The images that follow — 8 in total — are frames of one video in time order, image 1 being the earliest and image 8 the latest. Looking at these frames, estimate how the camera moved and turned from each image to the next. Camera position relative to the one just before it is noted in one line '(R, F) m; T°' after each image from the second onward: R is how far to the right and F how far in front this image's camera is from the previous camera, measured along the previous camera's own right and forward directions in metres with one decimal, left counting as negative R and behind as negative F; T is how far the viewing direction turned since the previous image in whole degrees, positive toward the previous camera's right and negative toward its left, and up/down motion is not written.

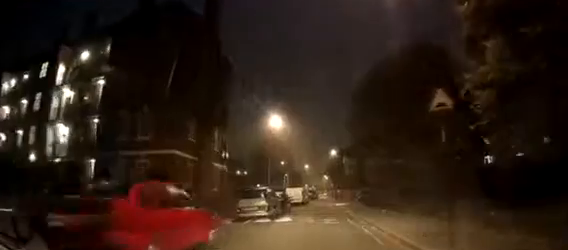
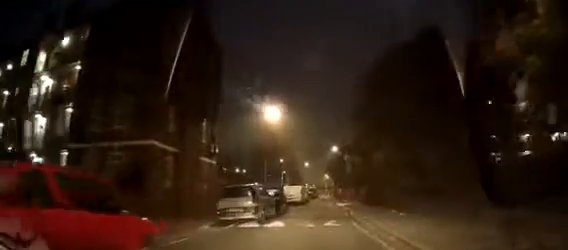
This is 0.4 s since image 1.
(0.0, +2.5) m; -1°
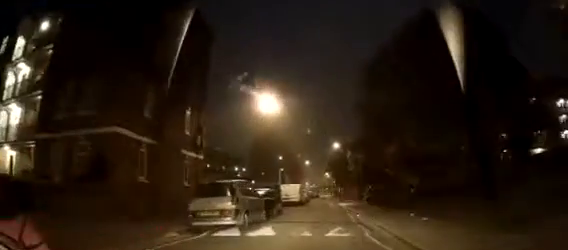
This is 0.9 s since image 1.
(-0.1, +2.6) m; -1°
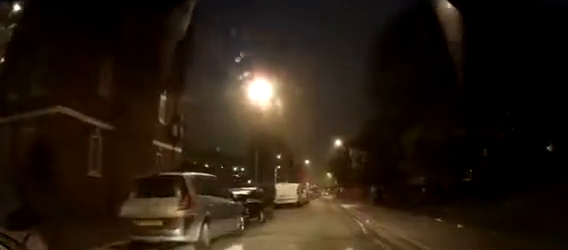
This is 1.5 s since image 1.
(-0.1, +3.4) m; -1°
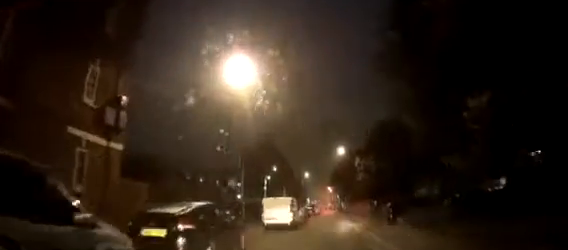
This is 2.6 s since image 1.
(0.0, +6.0) m; -1°
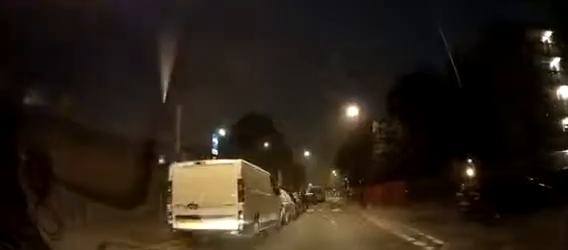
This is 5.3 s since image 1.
(-0.4, +13.0) m; +4°
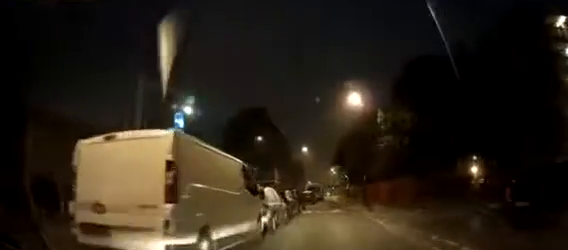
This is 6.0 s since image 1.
(+0.3, +3.1) m; +7°
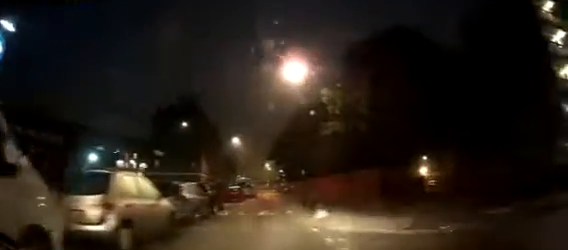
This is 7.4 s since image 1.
(+0.6, +5.9) m; +6°
